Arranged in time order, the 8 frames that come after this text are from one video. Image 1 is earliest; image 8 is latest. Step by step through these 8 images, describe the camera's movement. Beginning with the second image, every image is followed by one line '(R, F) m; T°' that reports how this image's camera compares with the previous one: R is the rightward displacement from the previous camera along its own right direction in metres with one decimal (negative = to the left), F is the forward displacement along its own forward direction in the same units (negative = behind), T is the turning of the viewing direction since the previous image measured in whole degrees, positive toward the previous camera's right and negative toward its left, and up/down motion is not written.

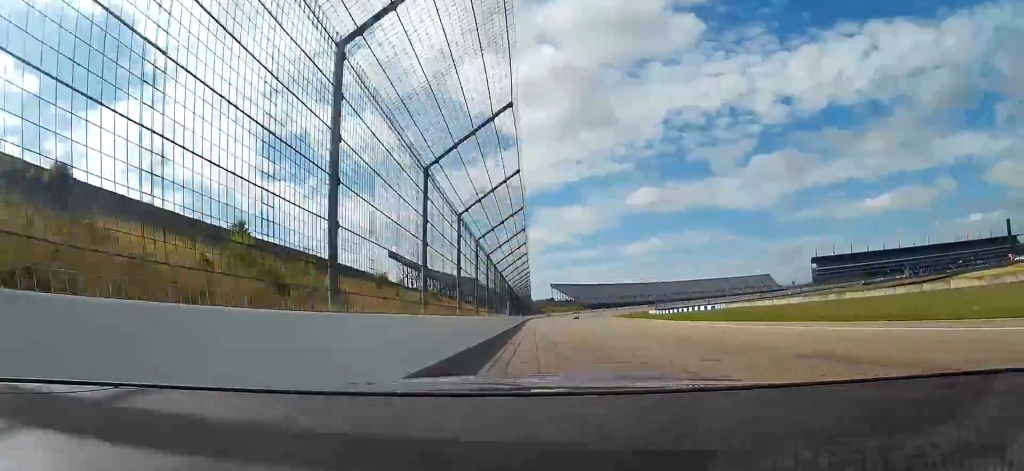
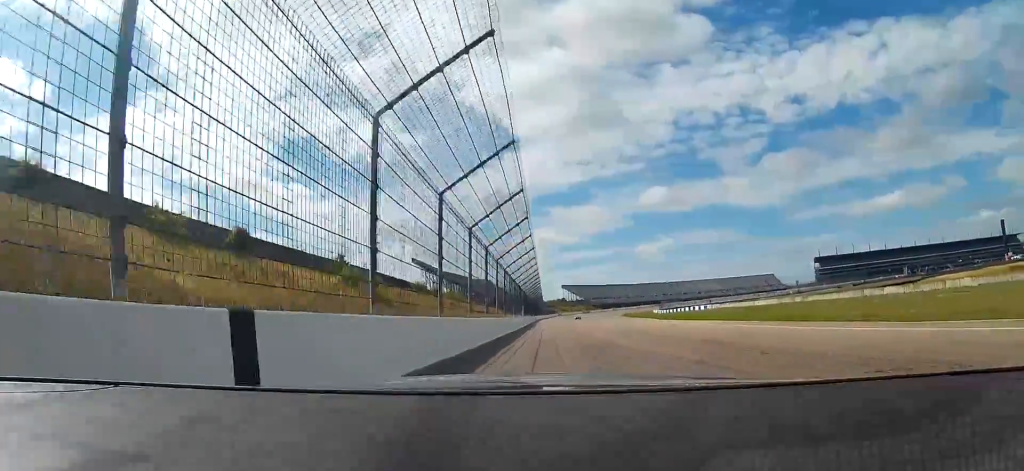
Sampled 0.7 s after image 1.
(-0.3, +17.6) m; -4°
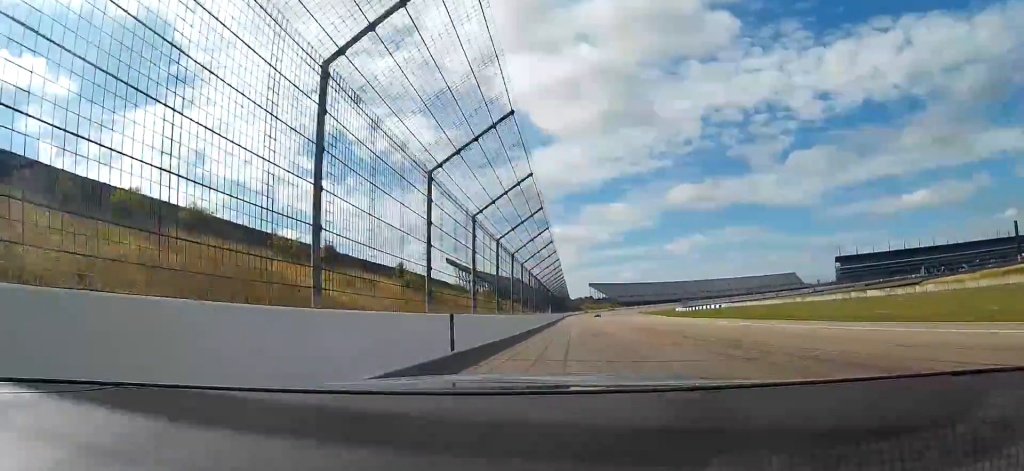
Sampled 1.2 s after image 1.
(0.0, +12.7) m; -4°
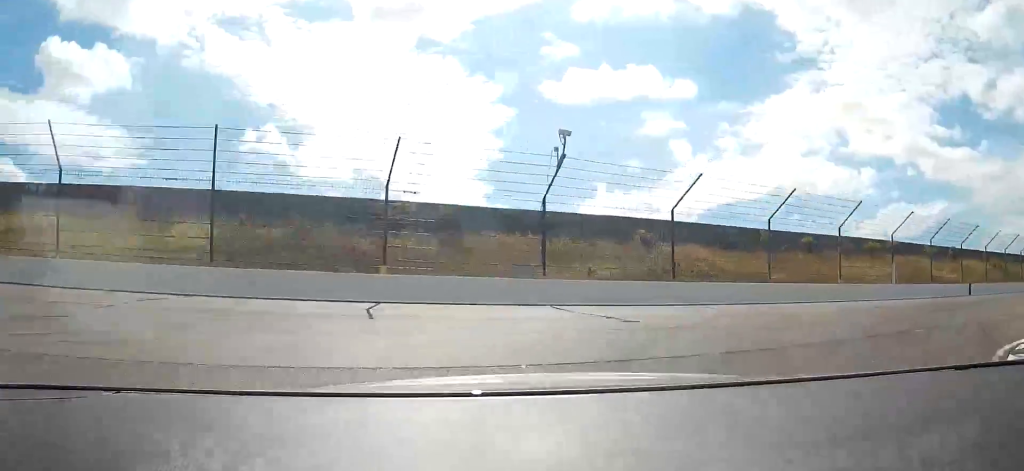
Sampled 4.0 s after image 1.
(-20.5, +40.8) m; -64°
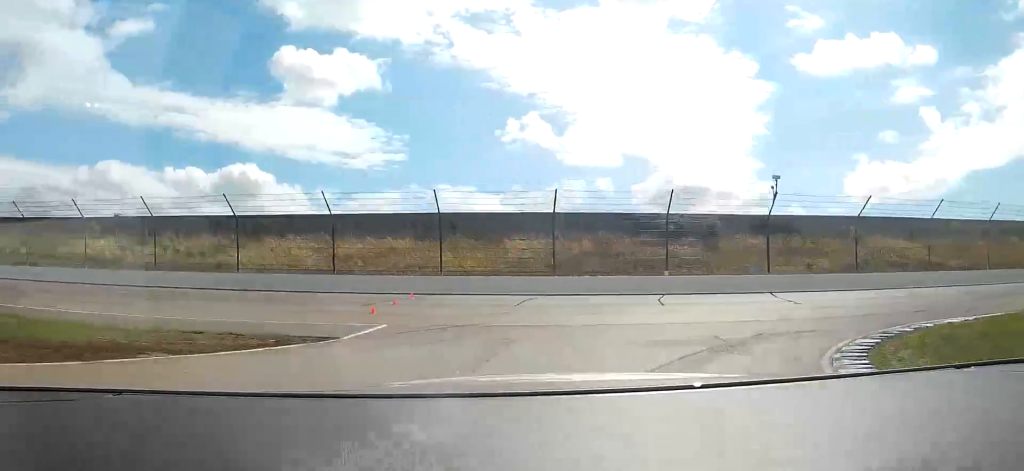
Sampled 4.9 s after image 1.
(-3.5, +14.6) m; -26°
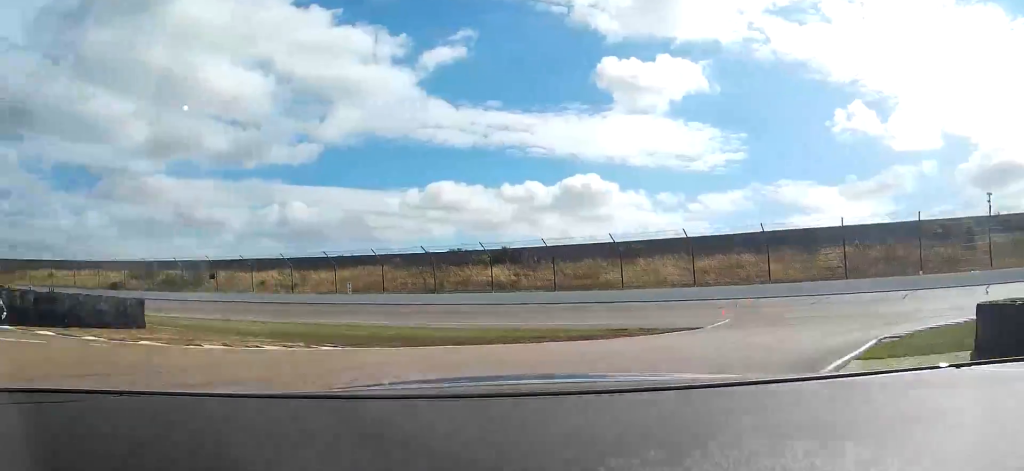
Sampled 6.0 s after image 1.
(-4.4, +16.1) m; -31°
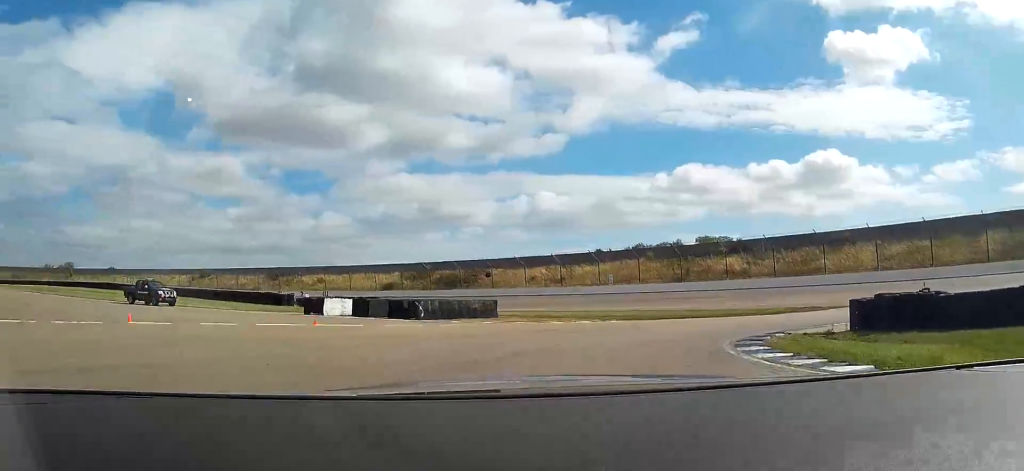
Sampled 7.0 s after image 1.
(-3.8, +16.2) m; -21°
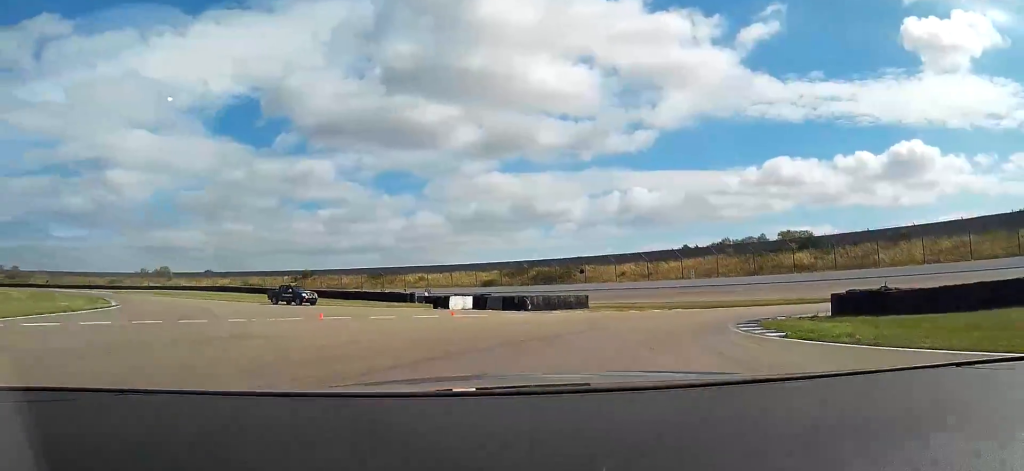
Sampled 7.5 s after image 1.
(-1.1, +10.0) m; -7°
